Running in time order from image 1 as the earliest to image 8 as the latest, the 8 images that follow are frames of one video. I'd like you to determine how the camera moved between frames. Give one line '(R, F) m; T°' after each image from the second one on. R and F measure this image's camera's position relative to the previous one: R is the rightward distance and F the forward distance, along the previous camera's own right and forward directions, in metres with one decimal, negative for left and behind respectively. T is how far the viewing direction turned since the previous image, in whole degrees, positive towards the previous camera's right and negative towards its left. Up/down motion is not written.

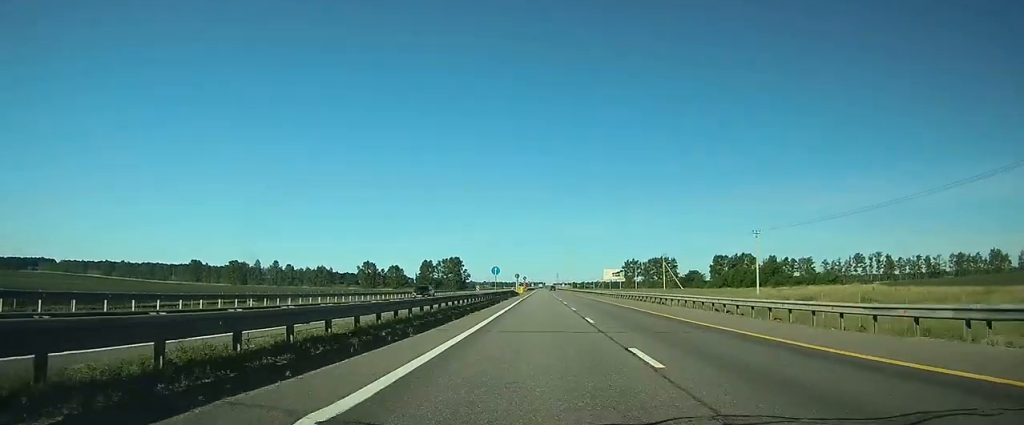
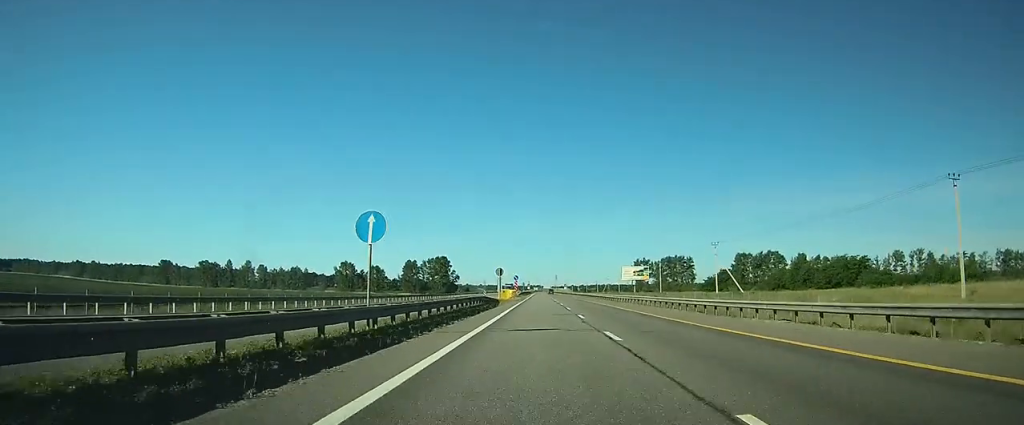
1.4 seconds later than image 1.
(+0.1, +42.5) m; 0°
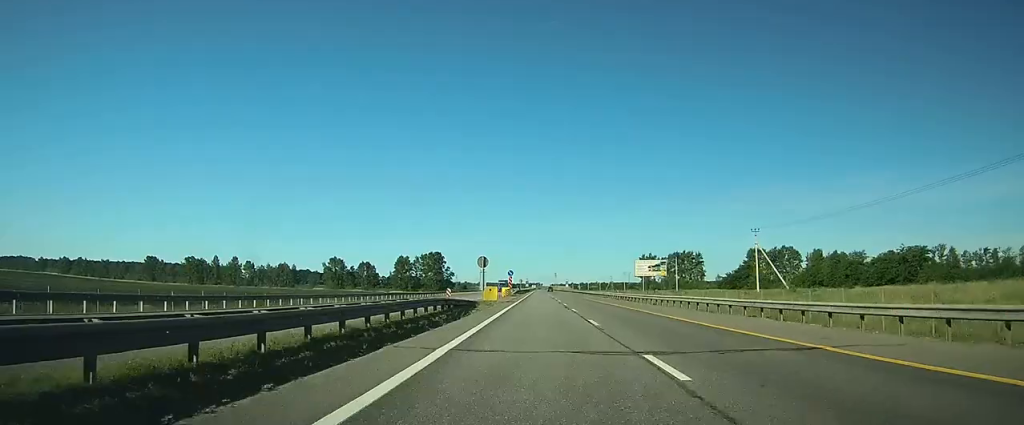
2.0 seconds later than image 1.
(0.0, +18.7) m; 0°
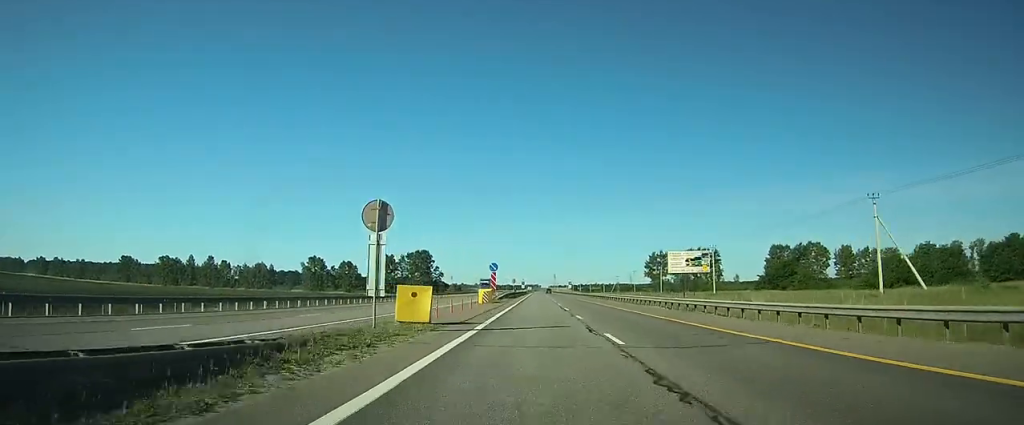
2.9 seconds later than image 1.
(+0.1, +30.1) m; 0°
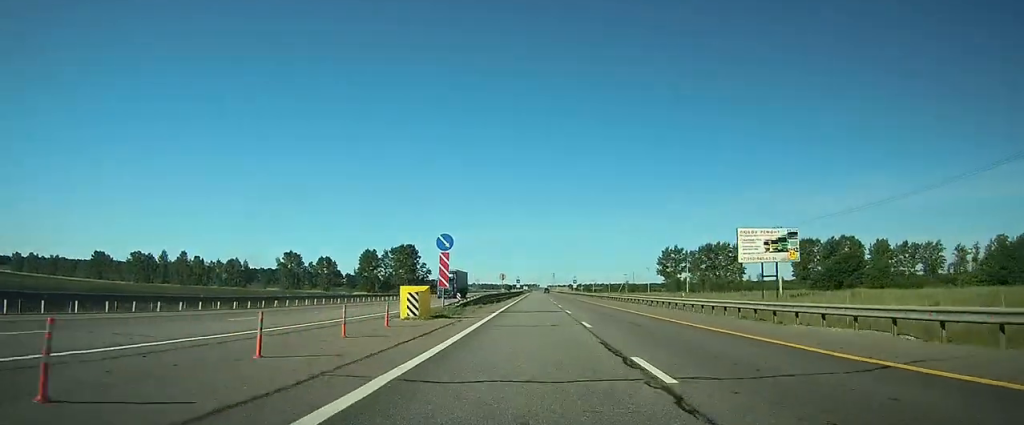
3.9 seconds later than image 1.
(+0.1, +30.1) m; 0°
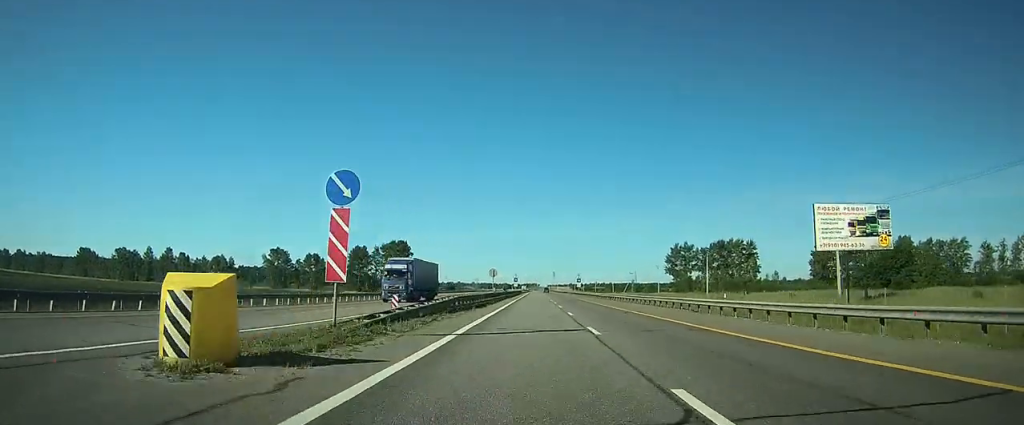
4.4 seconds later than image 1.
(+0.1, +15.5) m; 0°
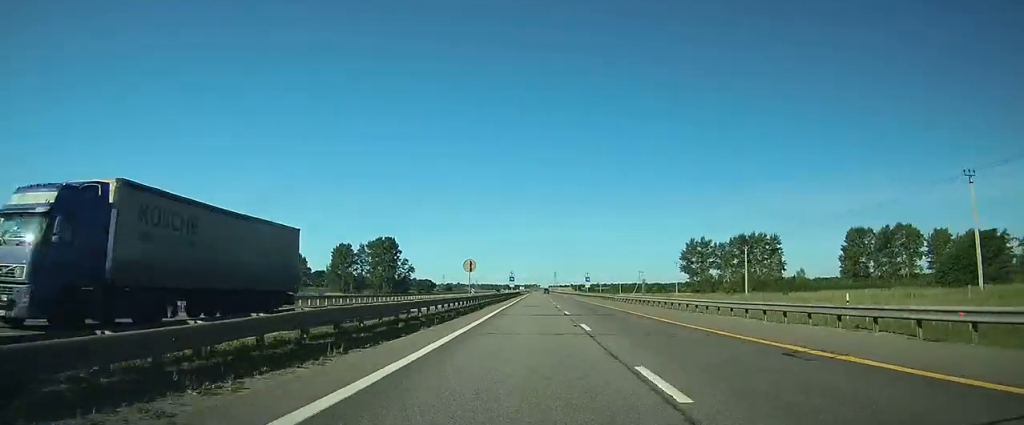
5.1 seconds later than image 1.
(0.0, +21.7) m; 0°
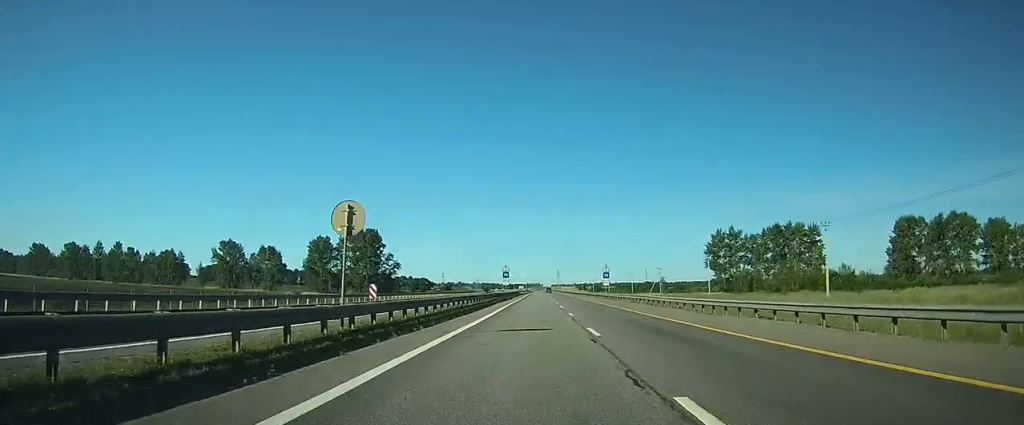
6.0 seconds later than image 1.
(-0.1, +26.8) m; 0°
